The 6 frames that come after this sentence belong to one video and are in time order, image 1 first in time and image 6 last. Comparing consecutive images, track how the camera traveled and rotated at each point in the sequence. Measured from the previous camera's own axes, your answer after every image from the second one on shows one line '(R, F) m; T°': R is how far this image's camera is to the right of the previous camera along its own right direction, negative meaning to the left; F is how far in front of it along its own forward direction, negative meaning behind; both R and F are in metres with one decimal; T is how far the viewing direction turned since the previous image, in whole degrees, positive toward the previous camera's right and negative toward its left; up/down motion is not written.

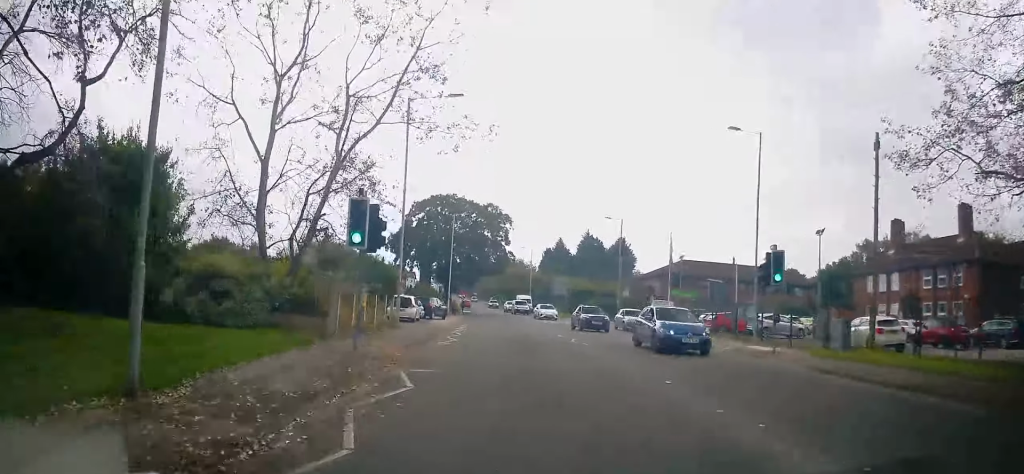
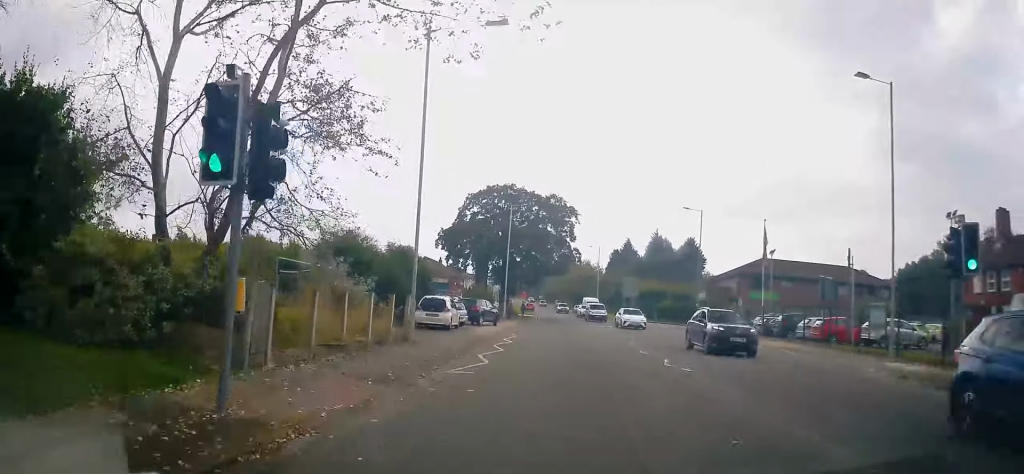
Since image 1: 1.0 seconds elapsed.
(-0.8, +7.5) m; -9°
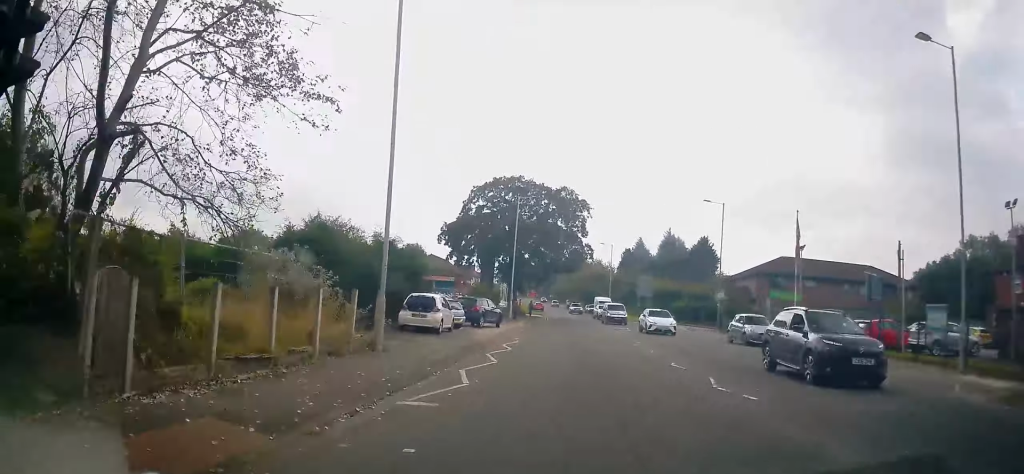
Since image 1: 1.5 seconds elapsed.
(-0.2, +3.9) m; -3°
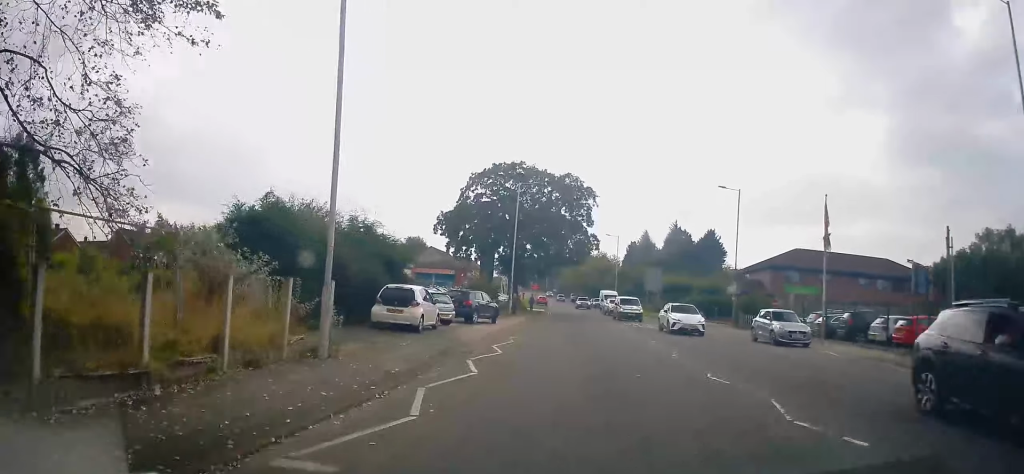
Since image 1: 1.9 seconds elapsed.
(0.0, +3.5) m; 0°
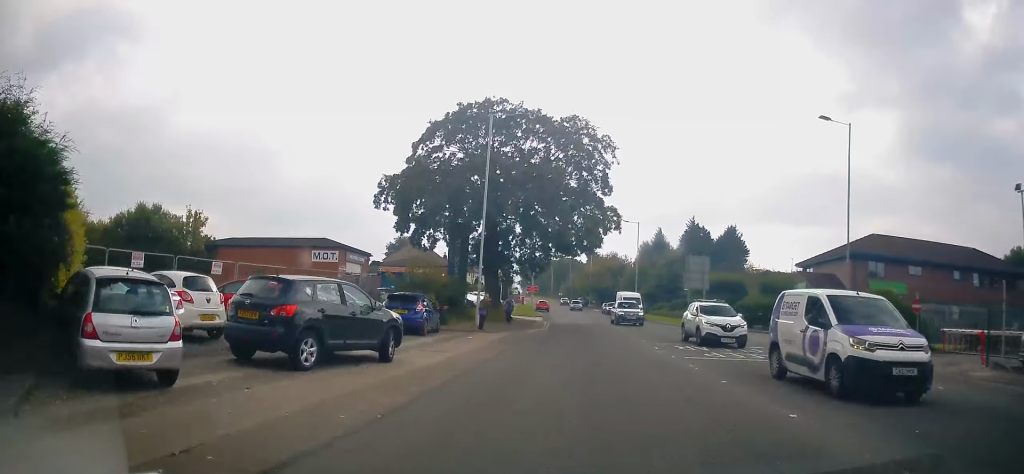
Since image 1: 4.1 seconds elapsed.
(-0.2, +18.1) m; -1°
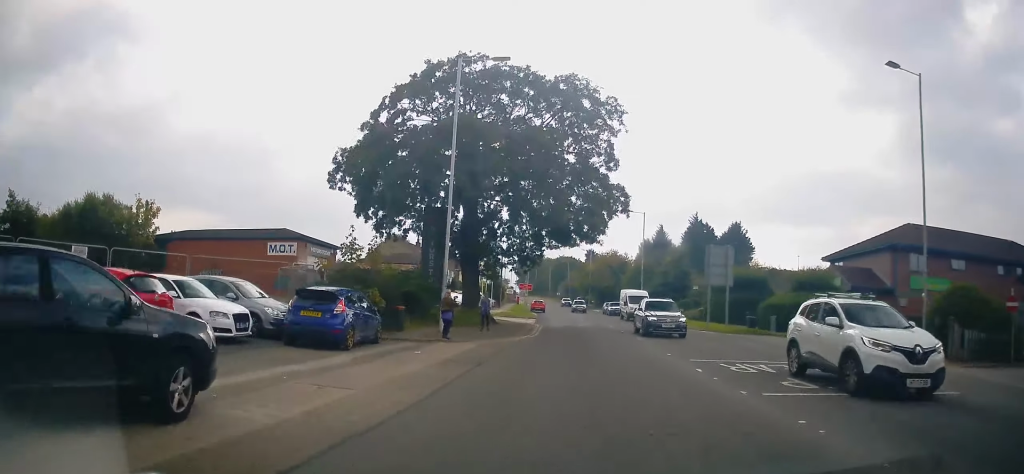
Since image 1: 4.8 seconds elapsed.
(0.0, +6.8) m; +1°
